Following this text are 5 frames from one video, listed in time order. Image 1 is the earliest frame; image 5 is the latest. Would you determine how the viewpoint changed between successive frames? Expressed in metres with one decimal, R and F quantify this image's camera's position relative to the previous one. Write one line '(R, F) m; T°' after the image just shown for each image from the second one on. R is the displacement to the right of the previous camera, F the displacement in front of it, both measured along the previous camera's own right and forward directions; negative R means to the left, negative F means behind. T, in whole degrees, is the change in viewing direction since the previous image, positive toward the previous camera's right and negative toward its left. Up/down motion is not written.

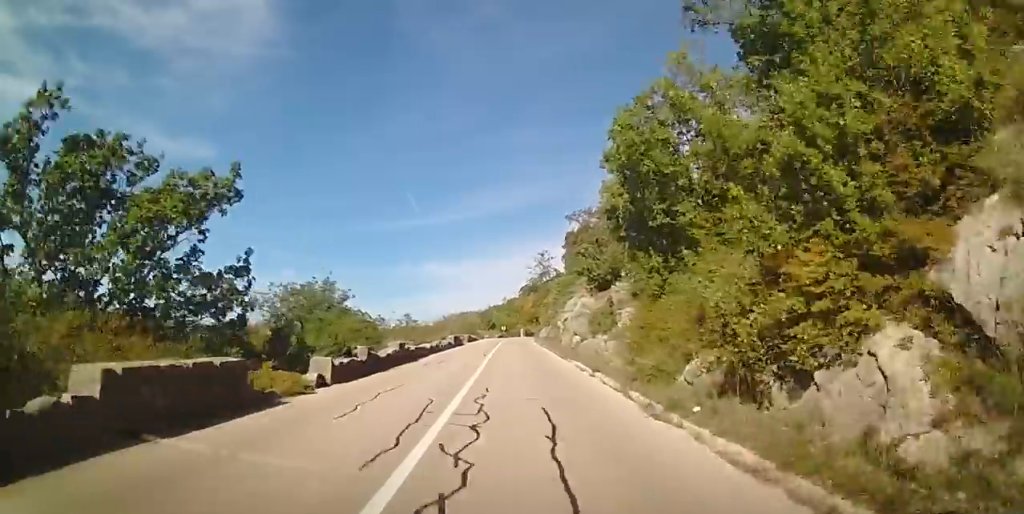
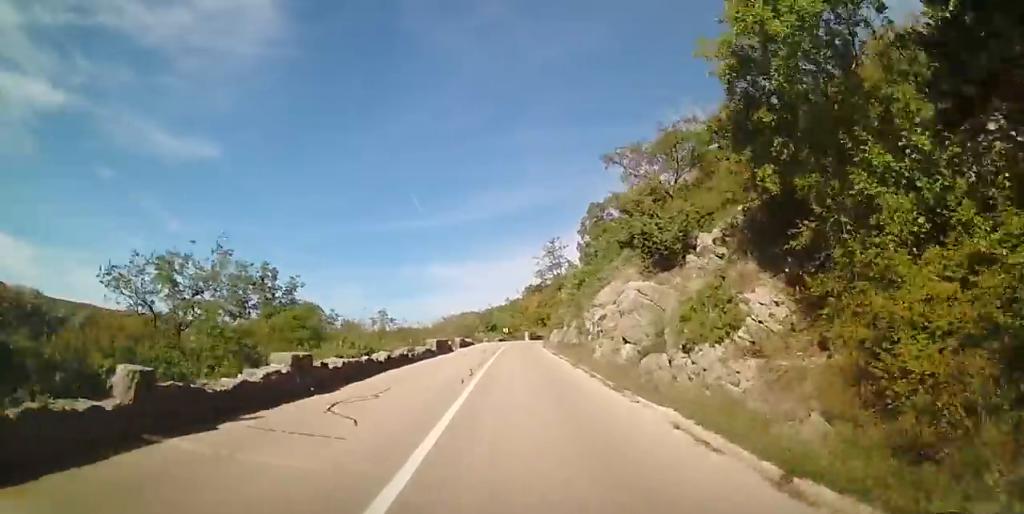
(0.0, +10.3) m; 0°
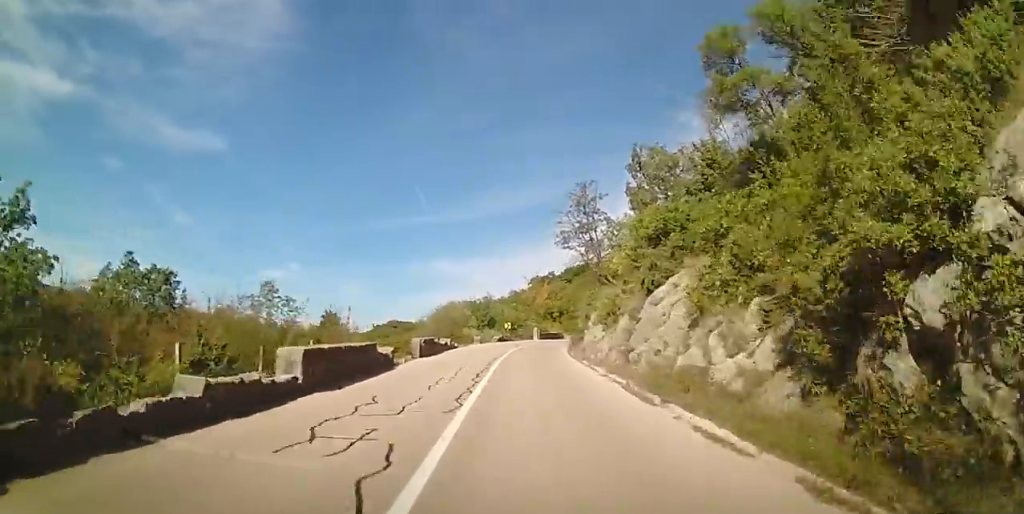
(0.0, +18.6) m; 0°
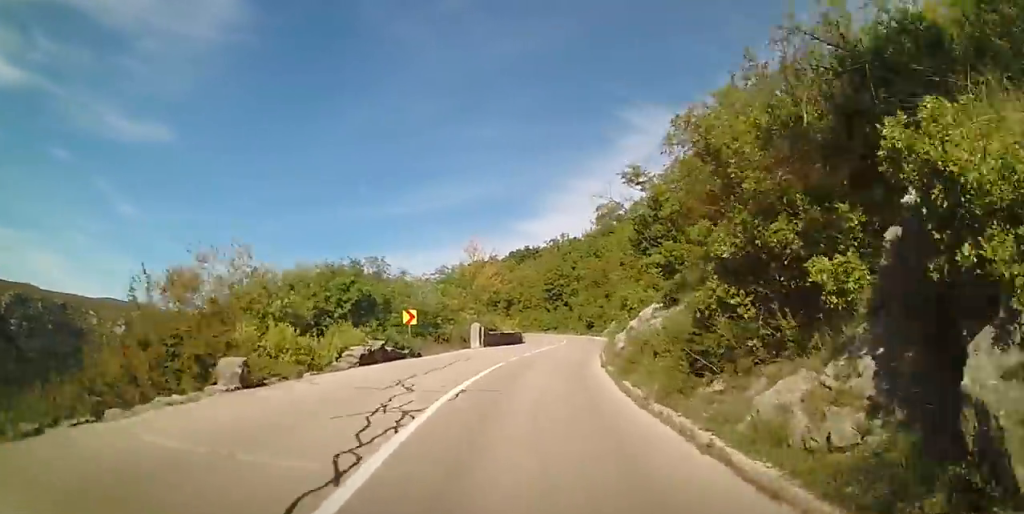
(+0.7, +30.6) m; +4°
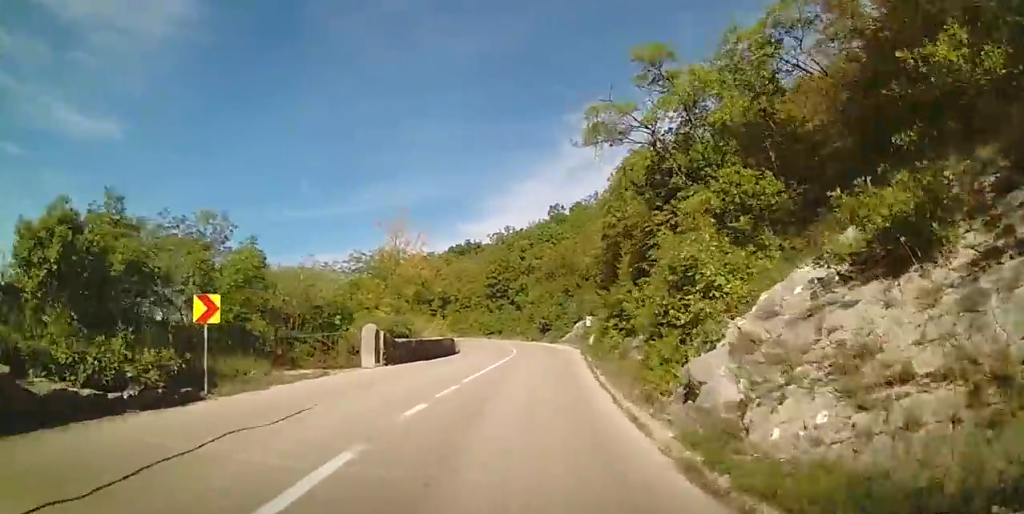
(+0.3, +11.3) m; +1°
